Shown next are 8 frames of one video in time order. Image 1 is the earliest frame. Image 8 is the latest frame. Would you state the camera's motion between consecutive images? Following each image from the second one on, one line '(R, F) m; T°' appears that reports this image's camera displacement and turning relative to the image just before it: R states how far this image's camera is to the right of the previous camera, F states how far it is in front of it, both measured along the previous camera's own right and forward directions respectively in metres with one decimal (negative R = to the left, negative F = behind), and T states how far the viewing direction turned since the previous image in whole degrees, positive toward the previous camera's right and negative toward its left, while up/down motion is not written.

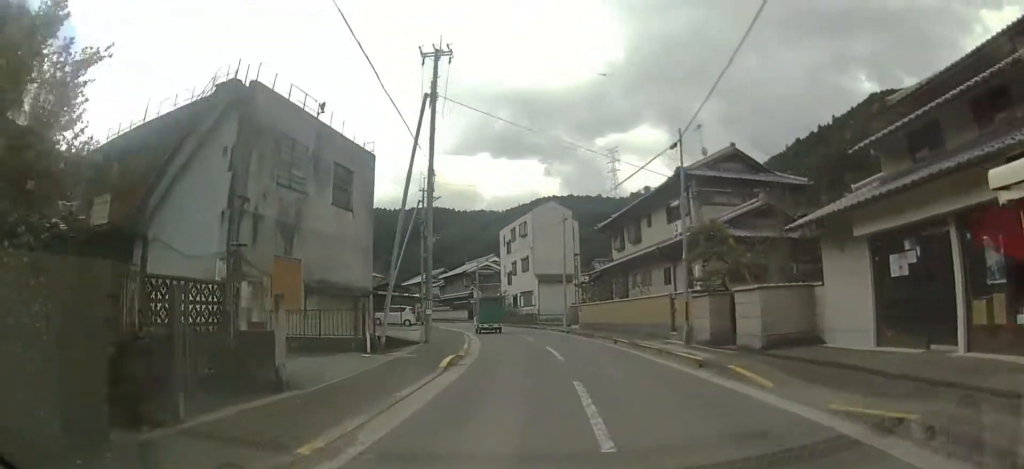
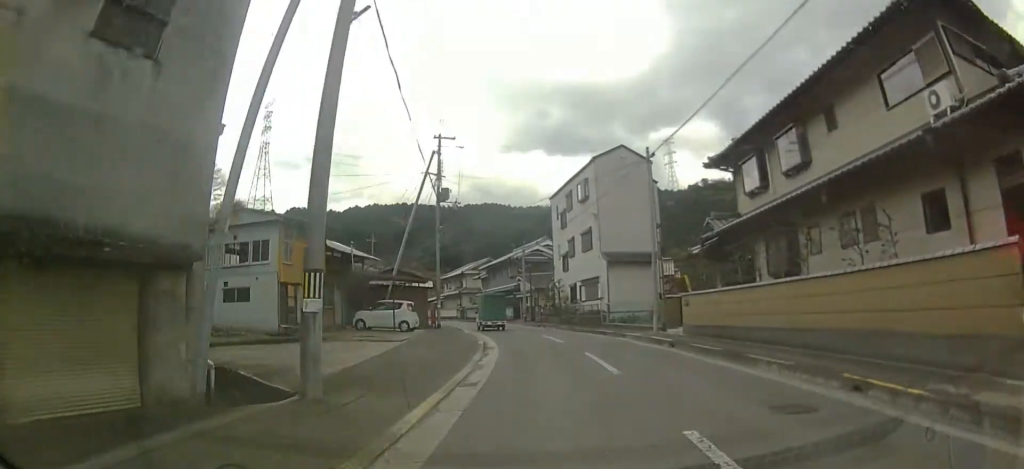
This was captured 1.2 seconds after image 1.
(-0.9, +14.2) m; -7°
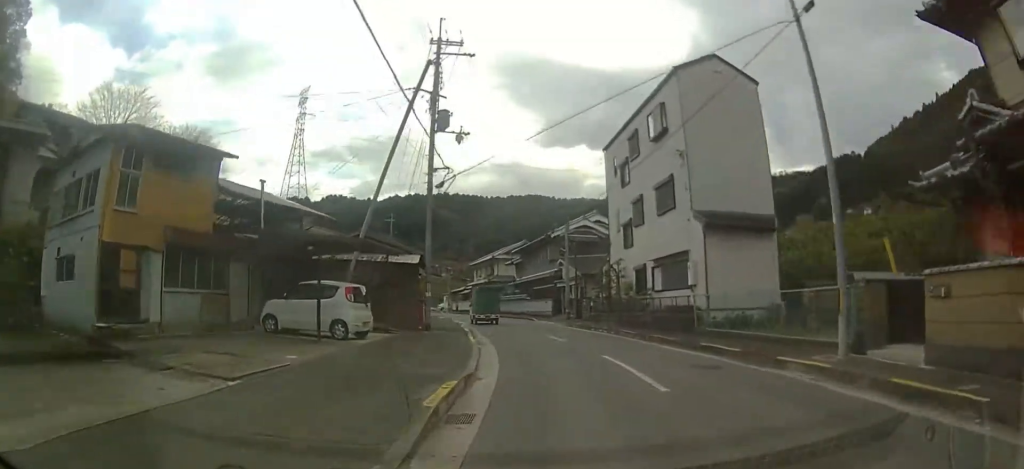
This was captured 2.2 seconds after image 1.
(-0.5, +11.8) m; -6°
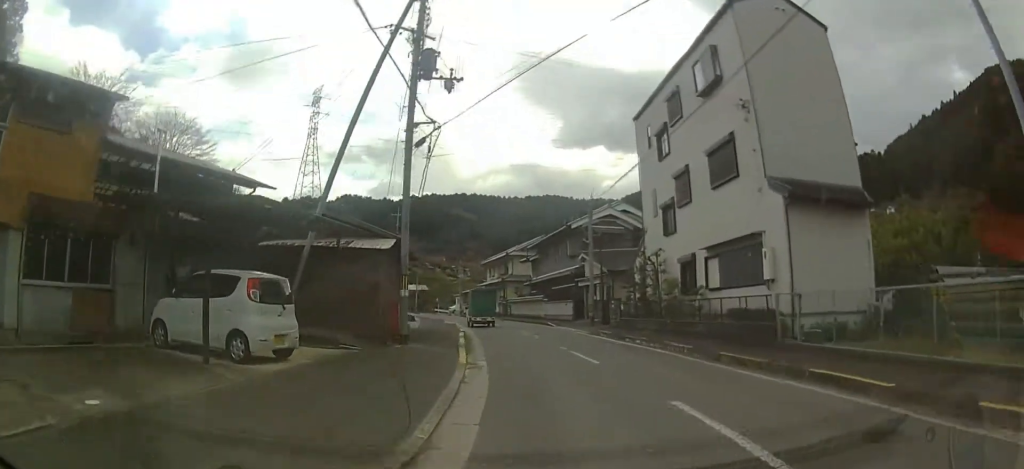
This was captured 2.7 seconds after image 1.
(-0.3, +5.8) m; -3°
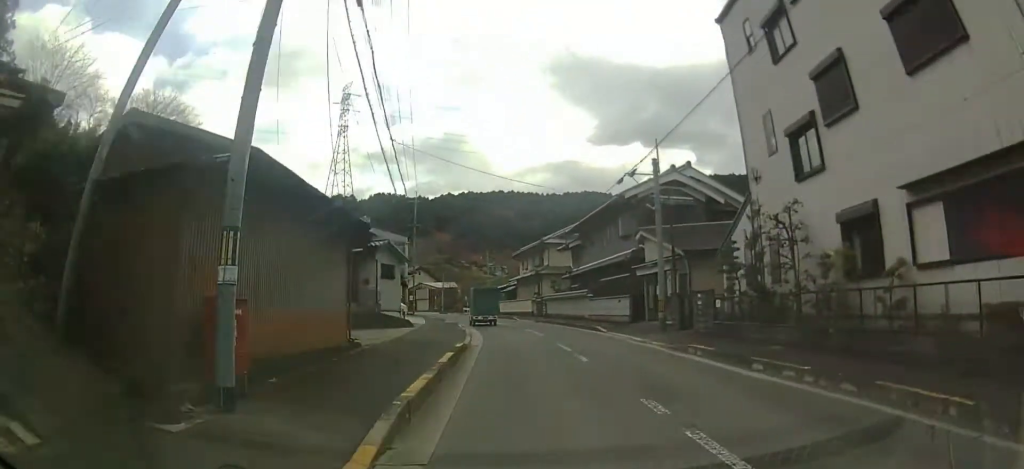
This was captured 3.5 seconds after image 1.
(-0.5, +10.1) m; -4°
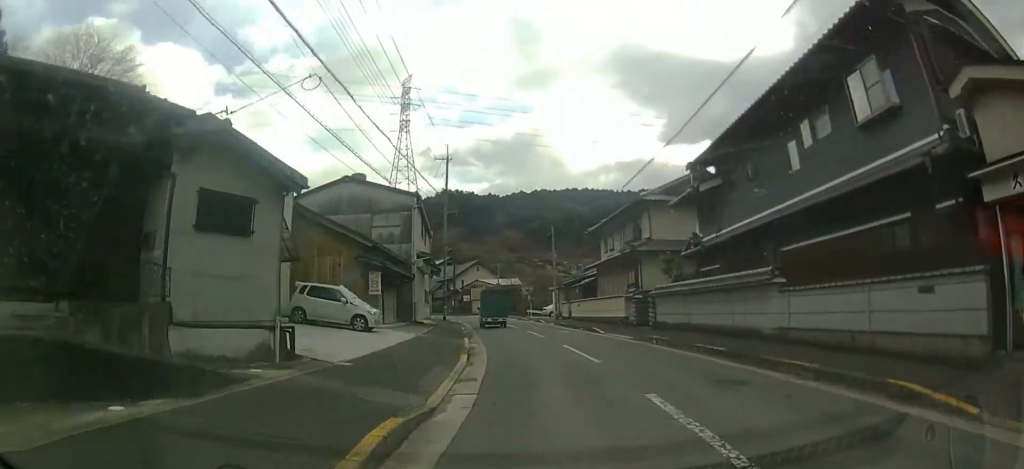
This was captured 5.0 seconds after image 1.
(-0.7, +19.7) m; -5°
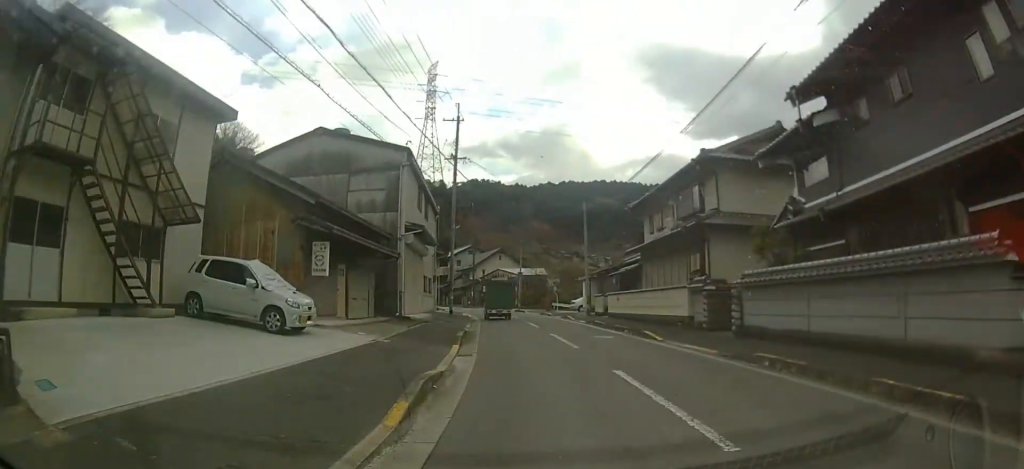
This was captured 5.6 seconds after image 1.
(-0.2, +7.8) m; -3°
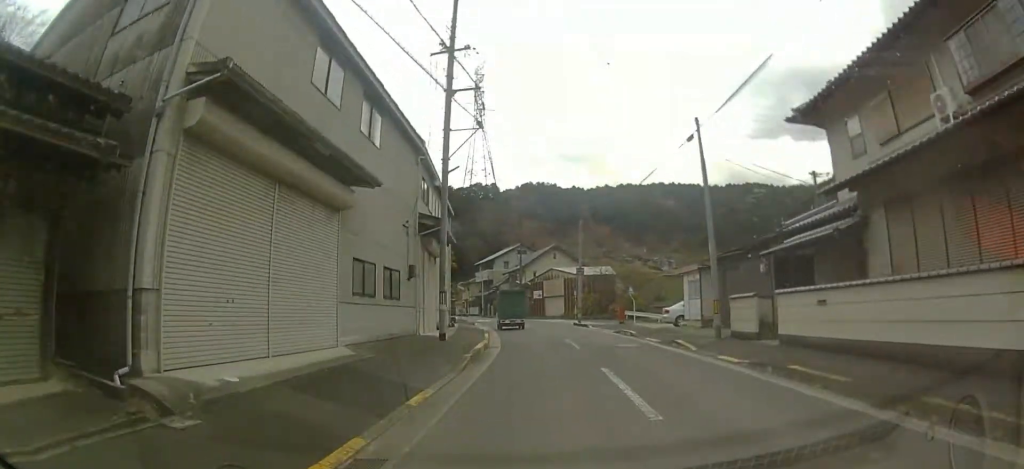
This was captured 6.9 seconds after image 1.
(-1.3, +17.1) m; -9°
